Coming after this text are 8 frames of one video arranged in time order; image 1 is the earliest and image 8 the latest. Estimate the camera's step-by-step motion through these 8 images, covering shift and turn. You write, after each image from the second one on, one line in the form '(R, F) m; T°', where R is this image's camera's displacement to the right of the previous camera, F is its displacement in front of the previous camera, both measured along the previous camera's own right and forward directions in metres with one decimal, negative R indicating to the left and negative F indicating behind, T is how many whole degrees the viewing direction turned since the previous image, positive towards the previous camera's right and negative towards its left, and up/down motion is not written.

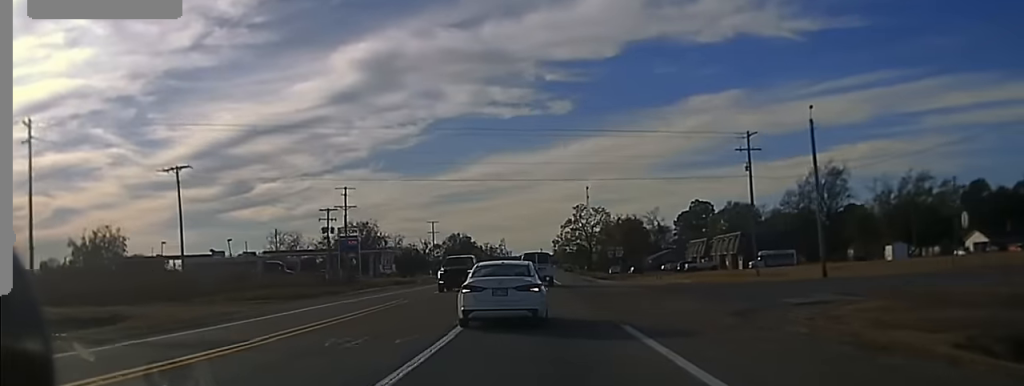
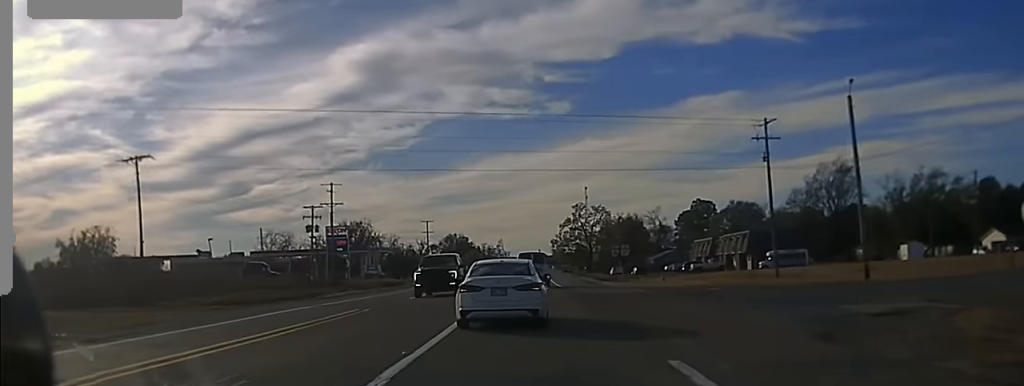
(+0.3, +6.7) m; 0°
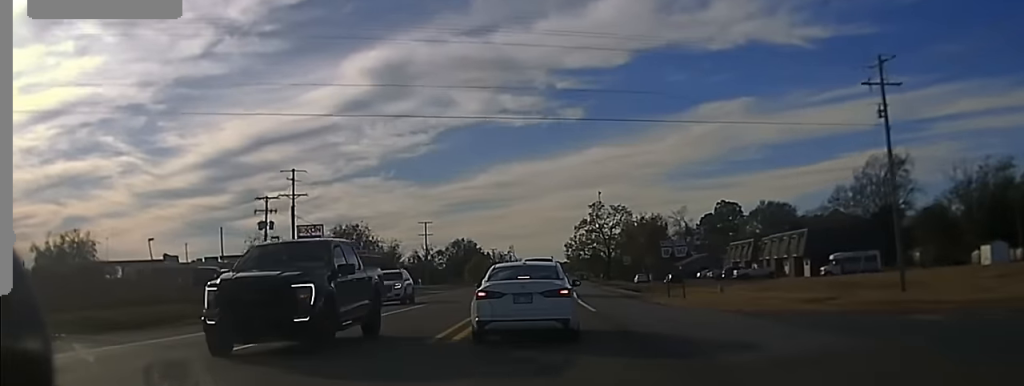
(0.0, +21.2) m; -1°
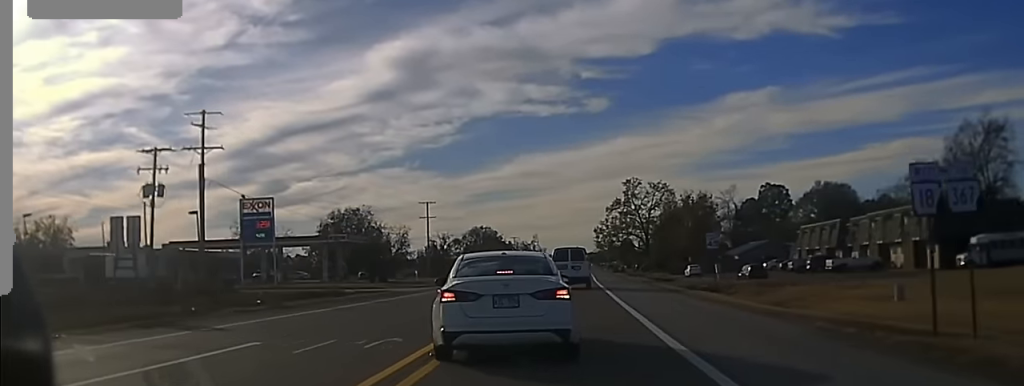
(+0.2, +29.8) m; 0°
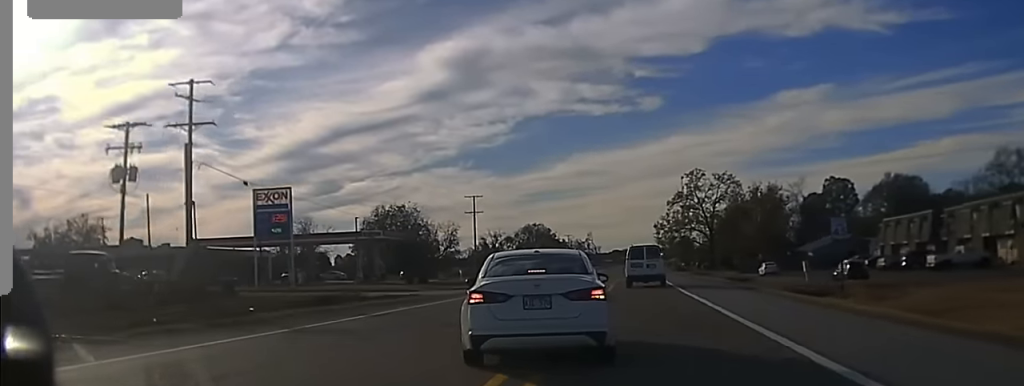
(-0.1, +11.8) m; -2°
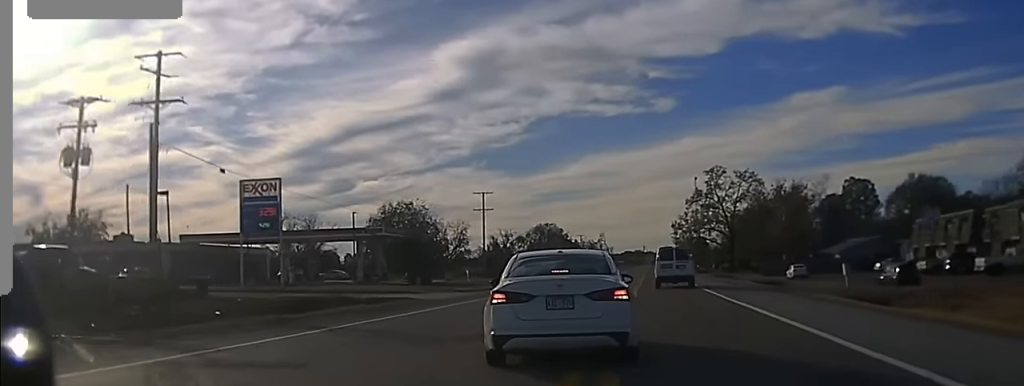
(-0.5, +6.8) m; -2°
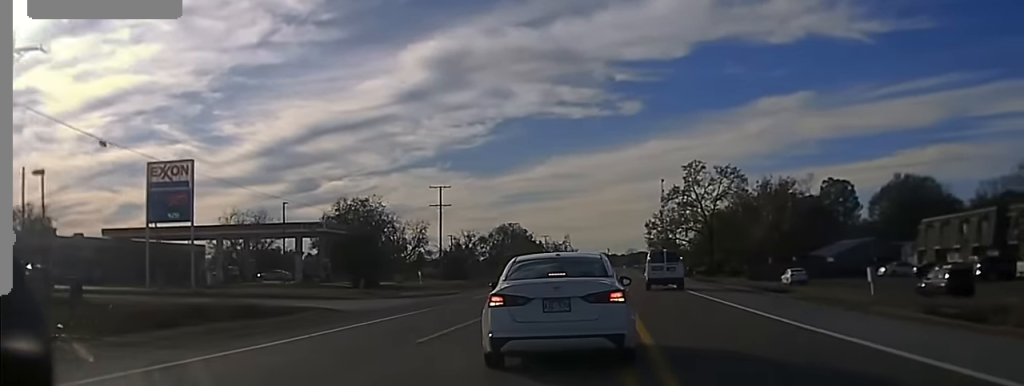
(+0.1, +11.4) m; +1°
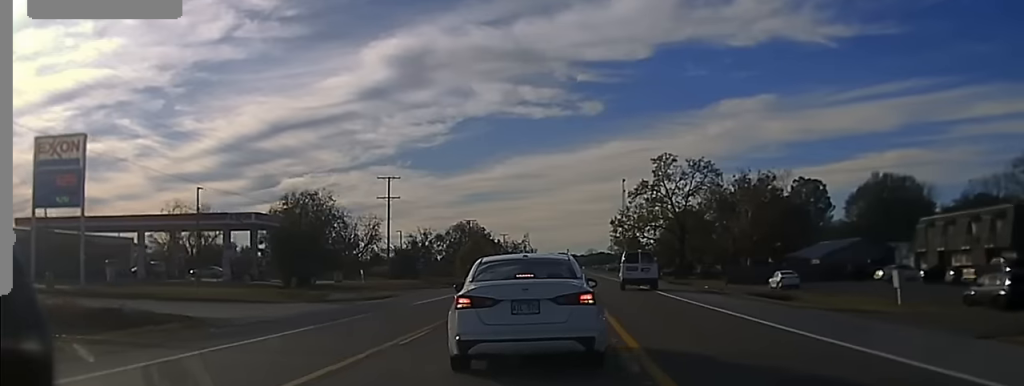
(+0.1, +9.6) m; 0°
